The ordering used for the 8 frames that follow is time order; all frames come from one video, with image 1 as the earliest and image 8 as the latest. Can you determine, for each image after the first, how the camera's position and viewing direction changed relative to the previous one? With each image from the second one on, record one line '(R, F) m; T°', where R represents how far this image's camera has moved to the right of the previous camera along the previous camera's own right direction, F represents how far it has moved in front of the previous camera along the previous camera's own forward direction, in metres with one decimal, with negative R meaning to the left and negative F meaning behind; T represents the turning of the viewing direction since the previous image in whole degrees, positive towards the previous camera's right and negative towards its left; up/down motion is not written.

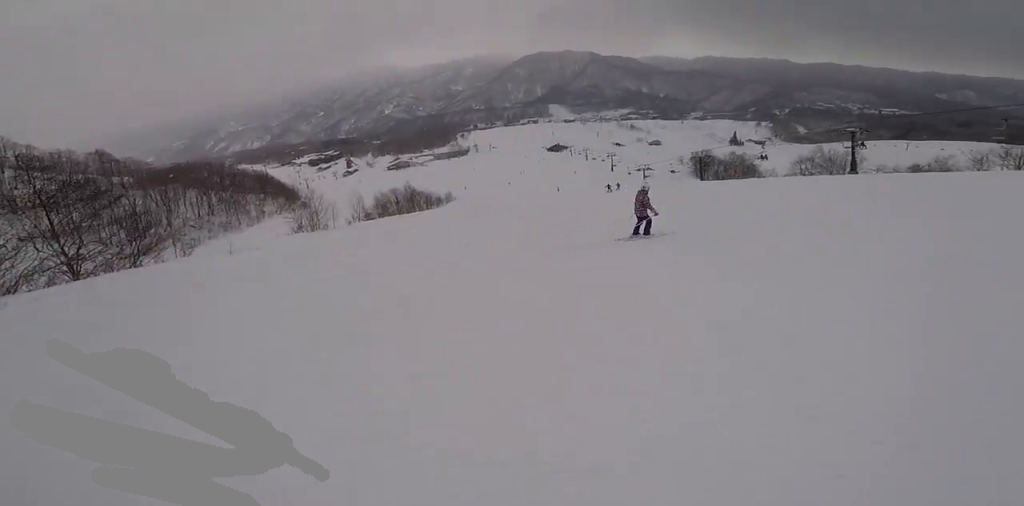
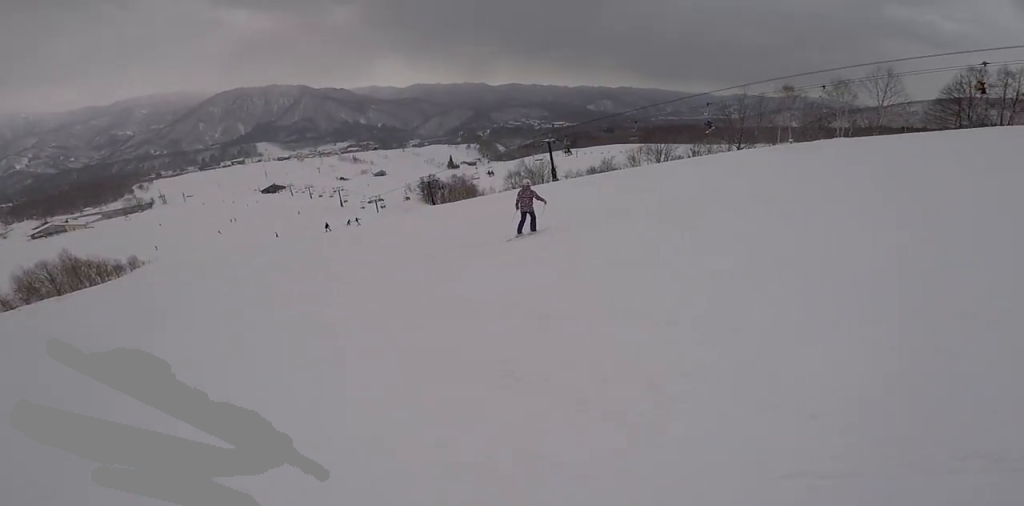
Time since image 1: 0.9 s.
(+1.1, +2.9) m; +20°
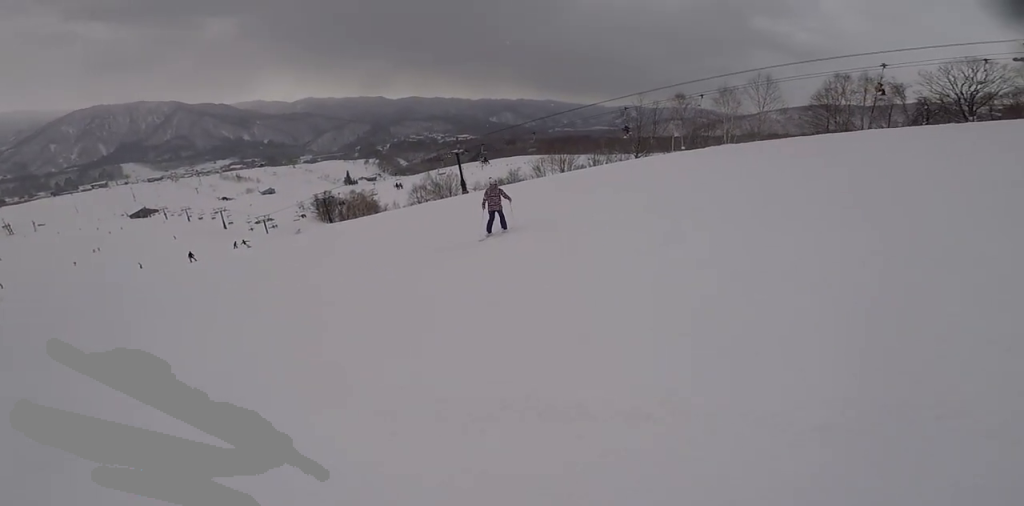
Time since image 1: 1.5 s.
(0.0, +2.1) m; +9°
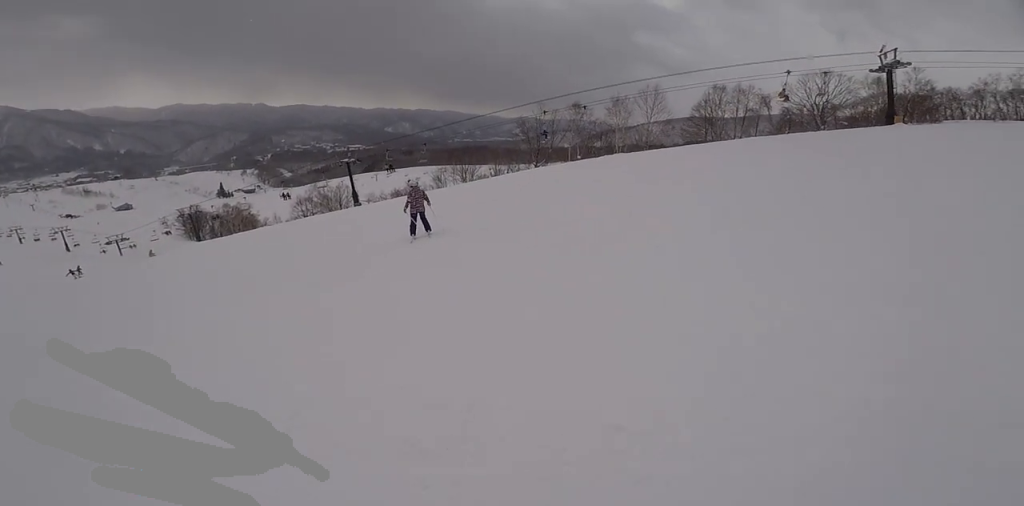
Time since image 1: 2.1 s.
(0.0, +2.3) m; +7°
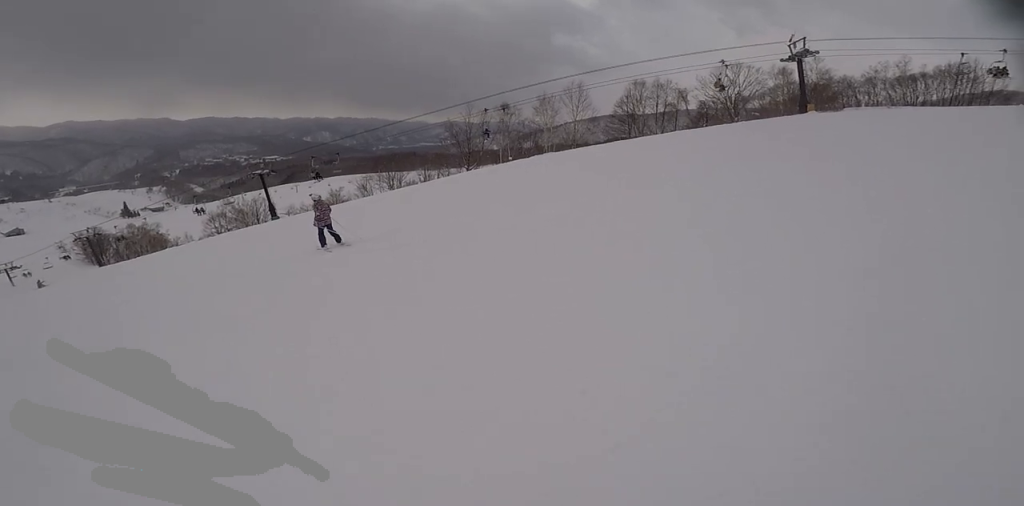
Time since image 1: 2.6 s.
(+0.5, +1.6) m; -2°
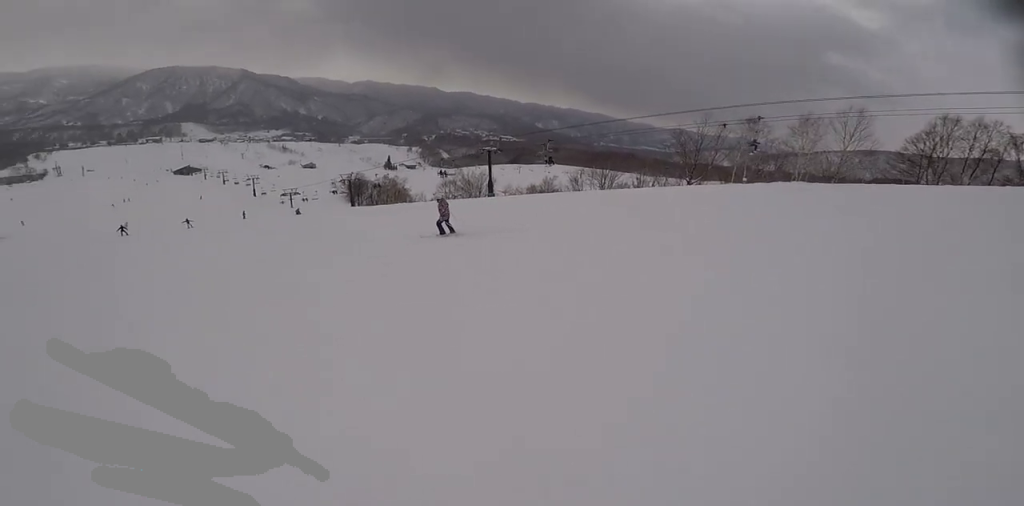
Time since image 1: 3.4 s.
(-0.3, +3.4) m; -14°
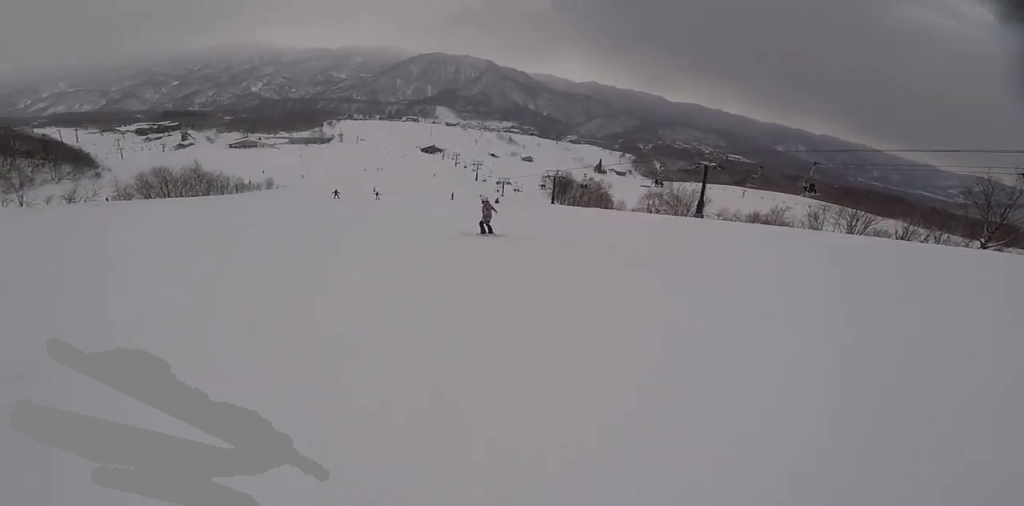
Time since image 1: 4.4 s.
(-0.9, +4.2) m; -30°
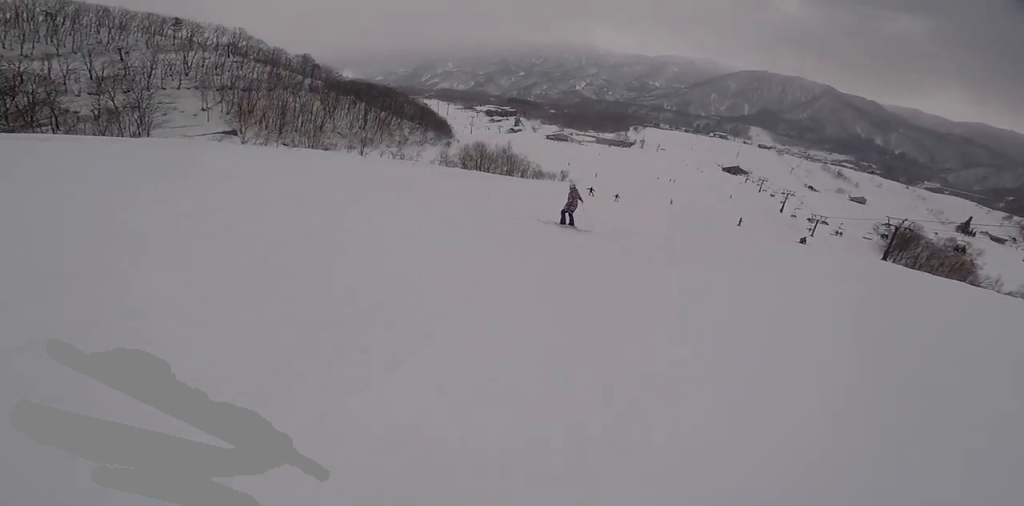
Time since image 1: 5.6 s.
(-2.2, +4.6) m; -49°
